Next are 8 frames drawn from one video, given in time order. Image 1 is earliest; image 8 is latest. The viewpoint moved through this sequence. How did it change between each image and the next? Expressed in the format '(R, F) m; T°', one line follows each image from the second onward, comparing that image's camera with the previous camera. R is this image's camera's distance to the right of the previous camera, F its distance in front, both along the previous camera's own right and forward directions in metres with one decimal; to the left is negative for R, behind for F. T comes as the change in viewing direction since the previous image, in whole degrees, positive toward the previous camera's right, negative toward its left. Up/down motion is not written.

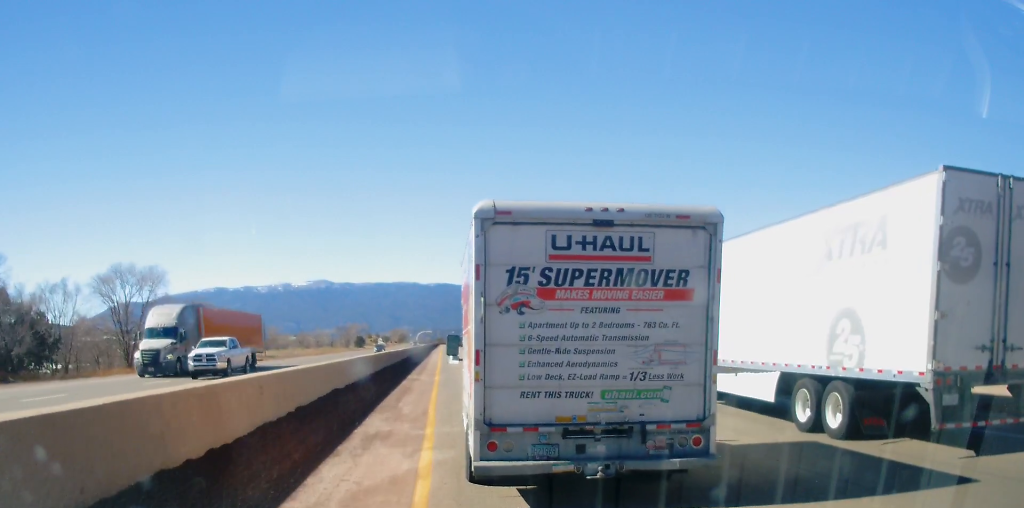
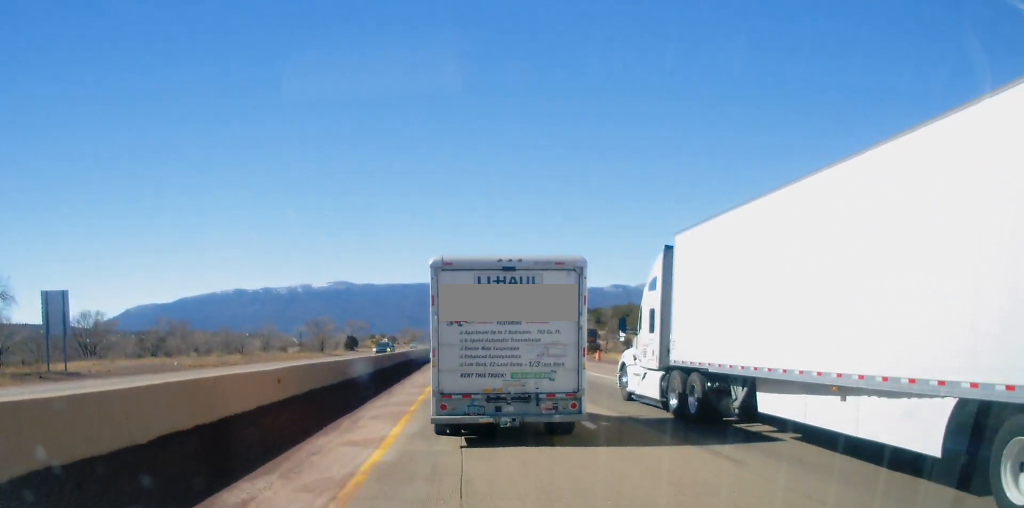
(-0.4, +70.1) m; 0°
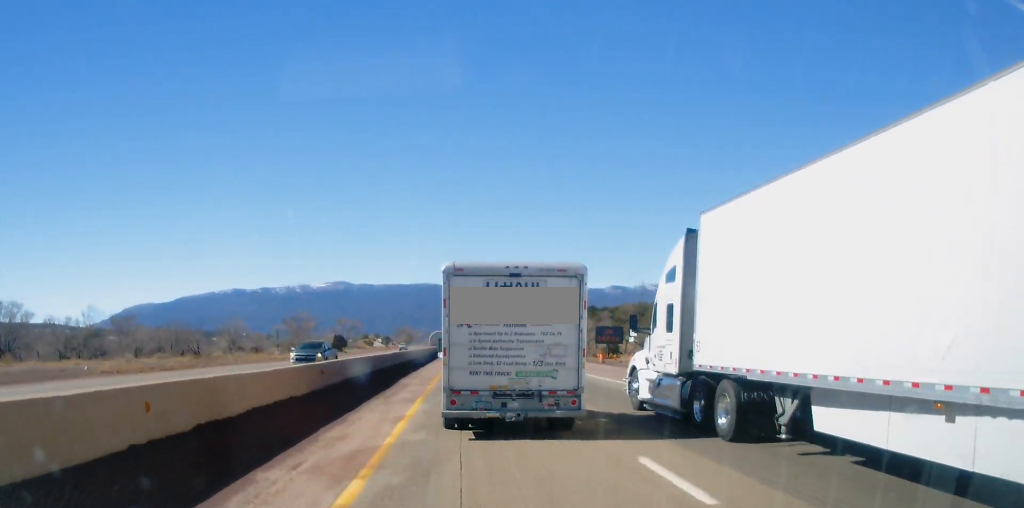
(+0.1, +19.5) m; 0°
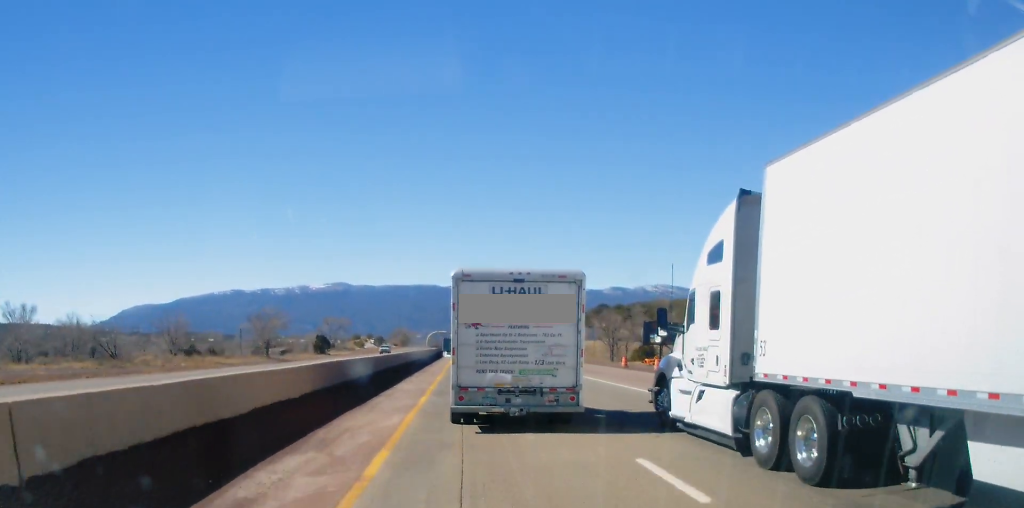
(-0.1, +24.3) m; 0°
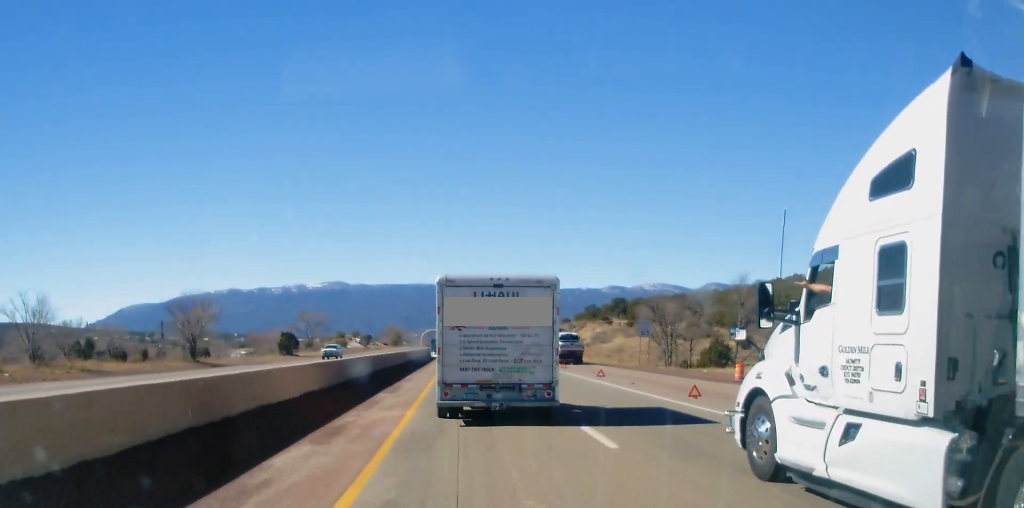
(-0.1, +31.6) m; -1°
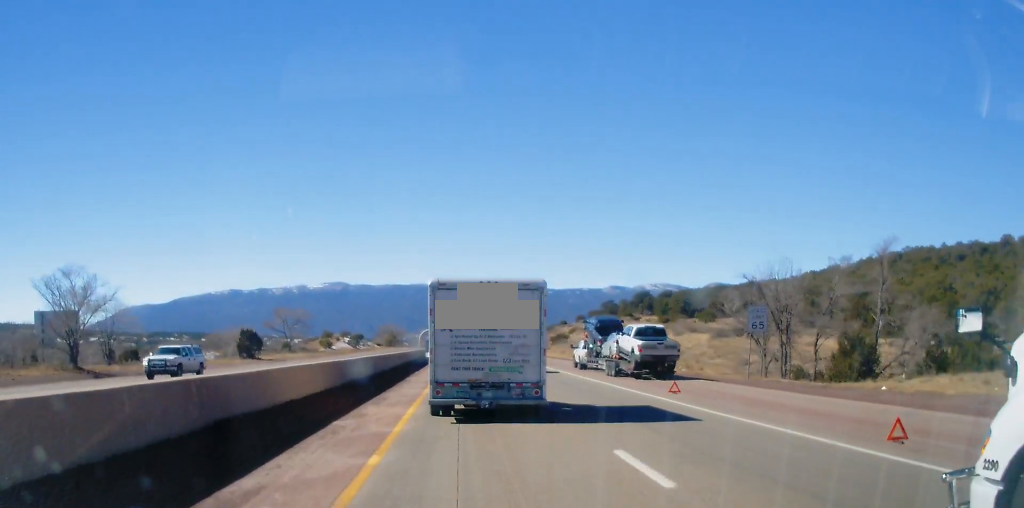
(-0.2, +28.1) m; 0°
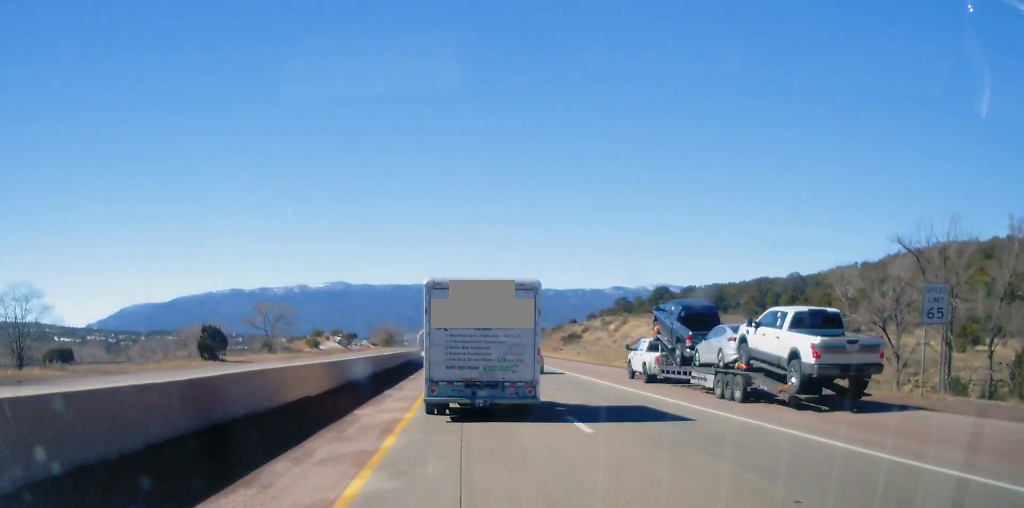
(-0.2, +18.4) m; 0°
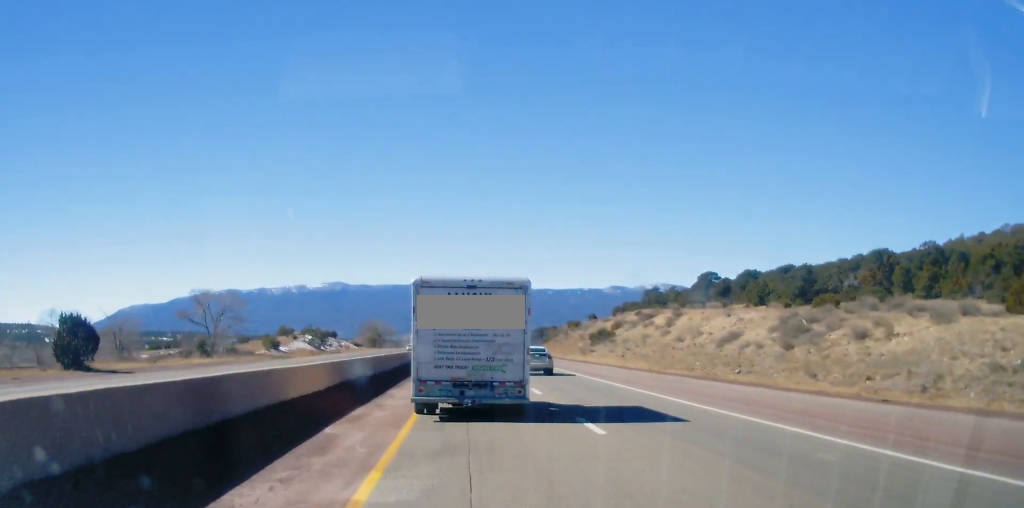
(+0.7, +36.4) m; +1°
